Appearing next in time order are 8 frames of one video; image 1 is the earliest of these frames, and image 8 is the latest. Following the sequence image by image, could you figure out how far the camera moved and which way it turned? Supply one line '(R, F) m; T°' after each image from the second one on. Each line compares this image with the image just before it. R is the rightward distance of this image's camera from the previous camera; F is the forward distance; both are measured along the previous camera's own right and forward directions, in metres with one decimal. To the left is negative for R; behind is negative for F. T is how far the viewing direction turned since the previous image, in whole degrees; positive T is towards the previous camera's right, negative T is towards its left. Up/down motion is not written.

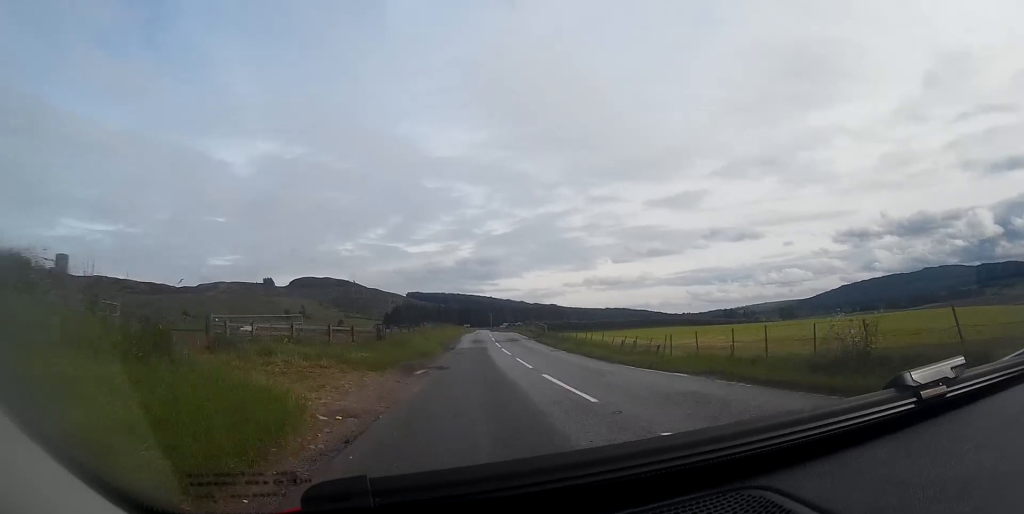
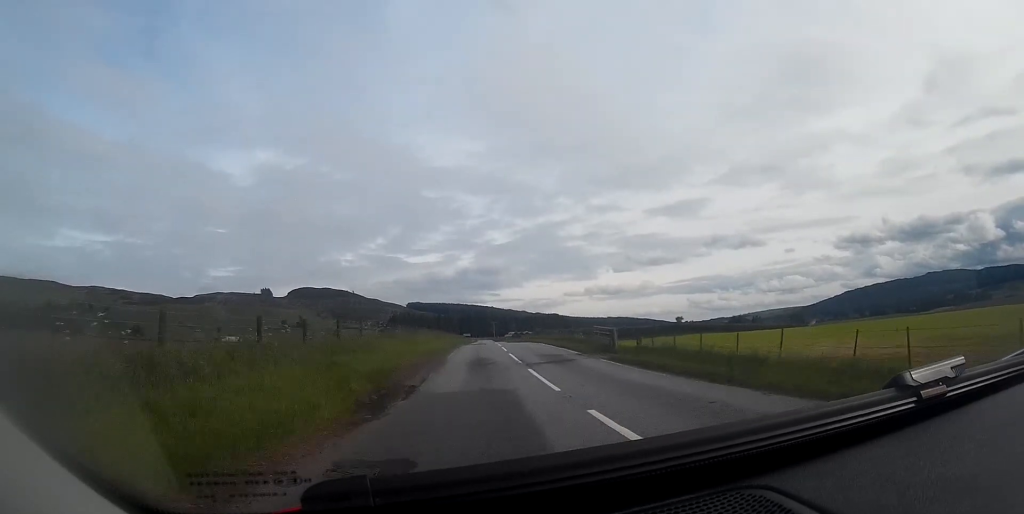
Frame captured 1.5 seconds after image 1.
(+0.2, +25.5) m; 0°
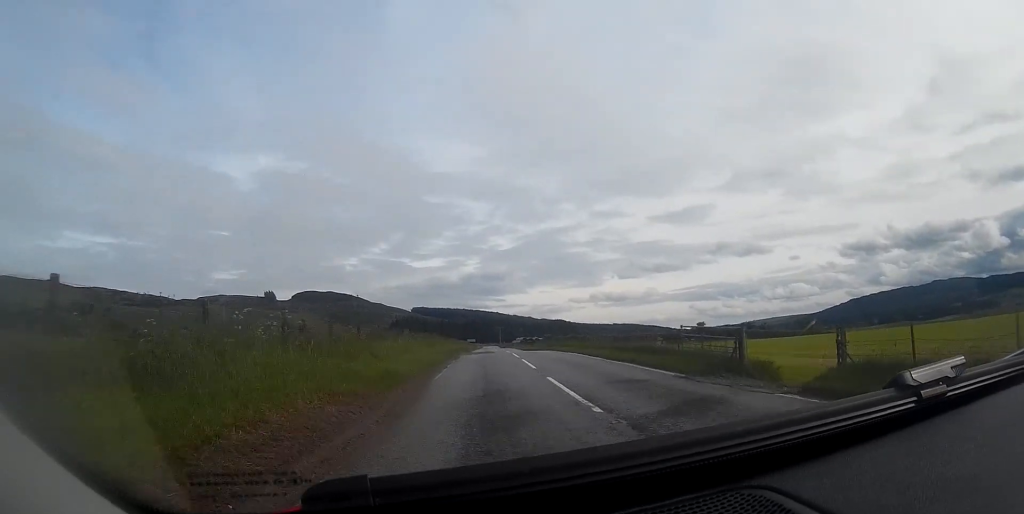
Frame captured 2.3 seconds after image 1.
(-0.1, +12.7) m; 0°
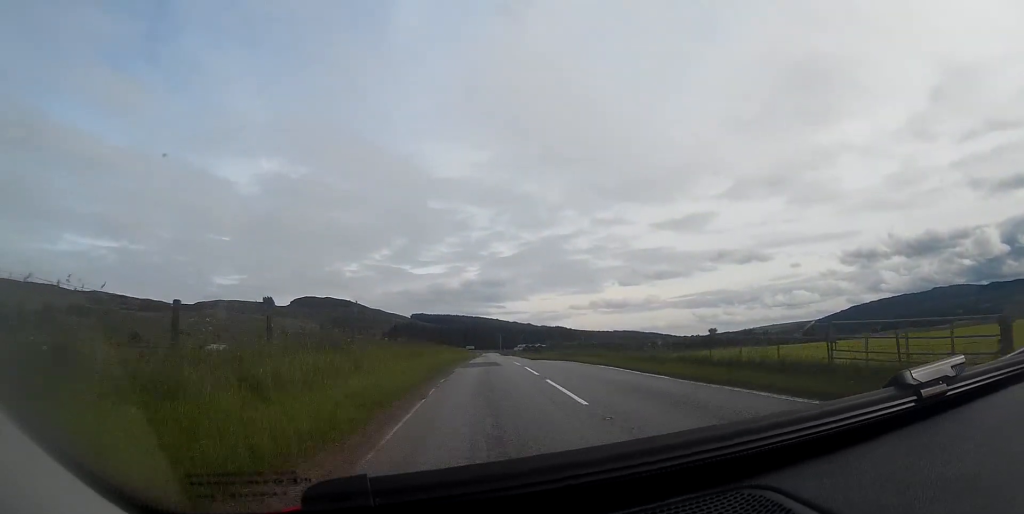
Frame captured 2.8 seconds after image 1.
(0.0, +8.3) m; 0°
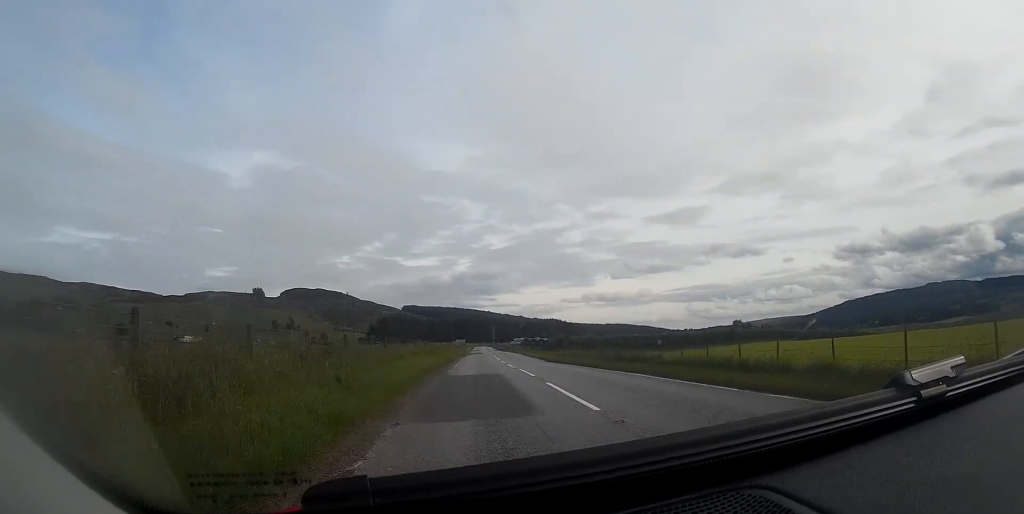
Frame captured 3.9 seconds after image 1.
(0.0, +18.6) m; 0°
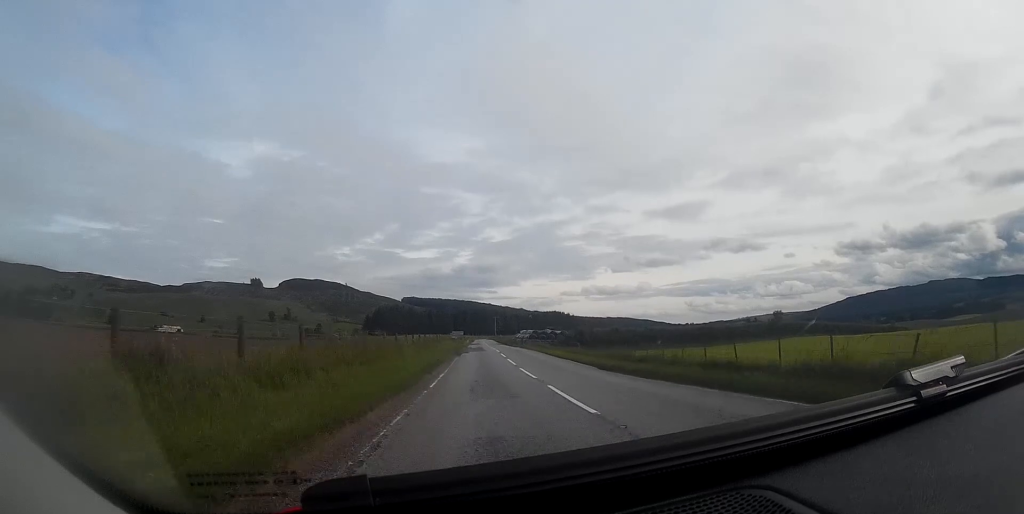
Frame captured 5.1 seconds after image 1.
(0.0, +18.3) m; 0°
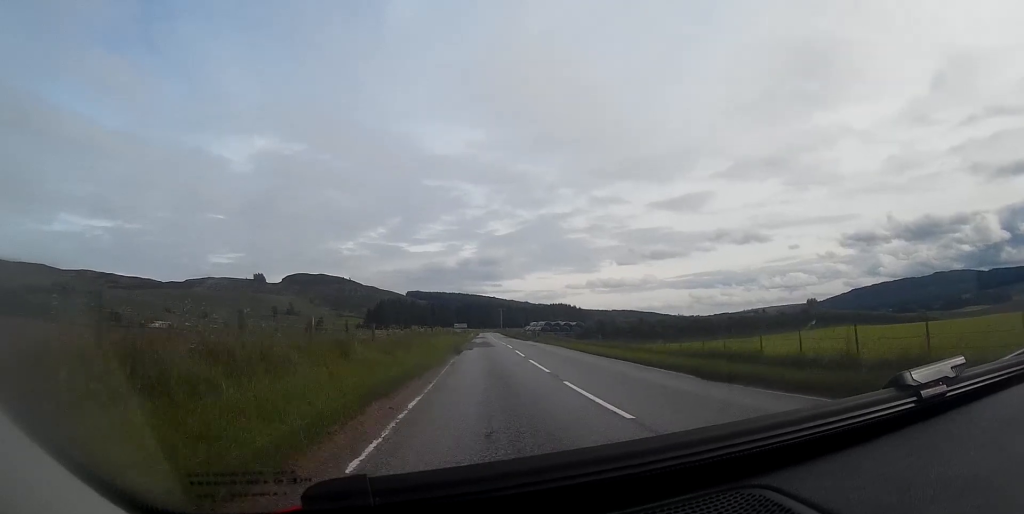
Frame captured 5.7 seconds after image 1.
(0.0, +10.7) m; 0°
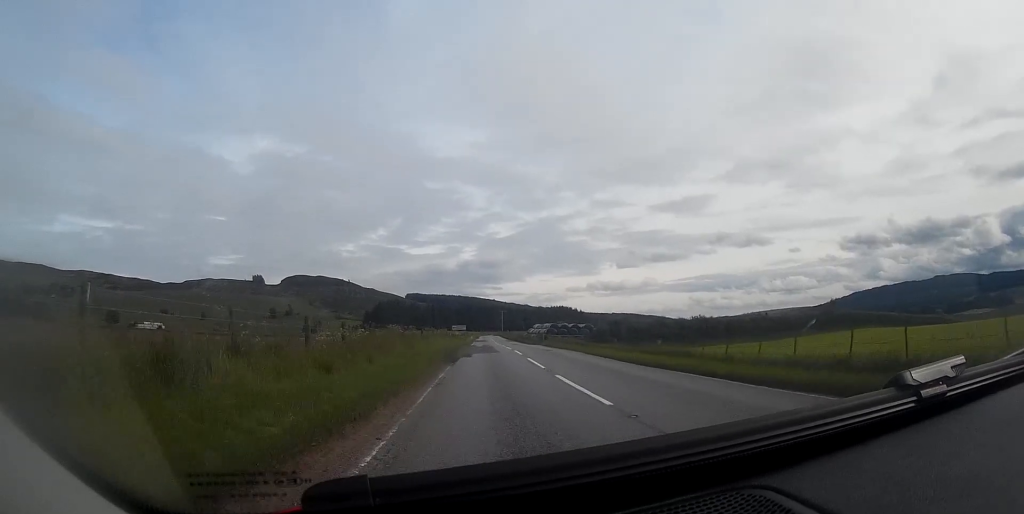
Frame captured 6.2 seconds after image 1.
(0.0, +7.5) m; 0°
